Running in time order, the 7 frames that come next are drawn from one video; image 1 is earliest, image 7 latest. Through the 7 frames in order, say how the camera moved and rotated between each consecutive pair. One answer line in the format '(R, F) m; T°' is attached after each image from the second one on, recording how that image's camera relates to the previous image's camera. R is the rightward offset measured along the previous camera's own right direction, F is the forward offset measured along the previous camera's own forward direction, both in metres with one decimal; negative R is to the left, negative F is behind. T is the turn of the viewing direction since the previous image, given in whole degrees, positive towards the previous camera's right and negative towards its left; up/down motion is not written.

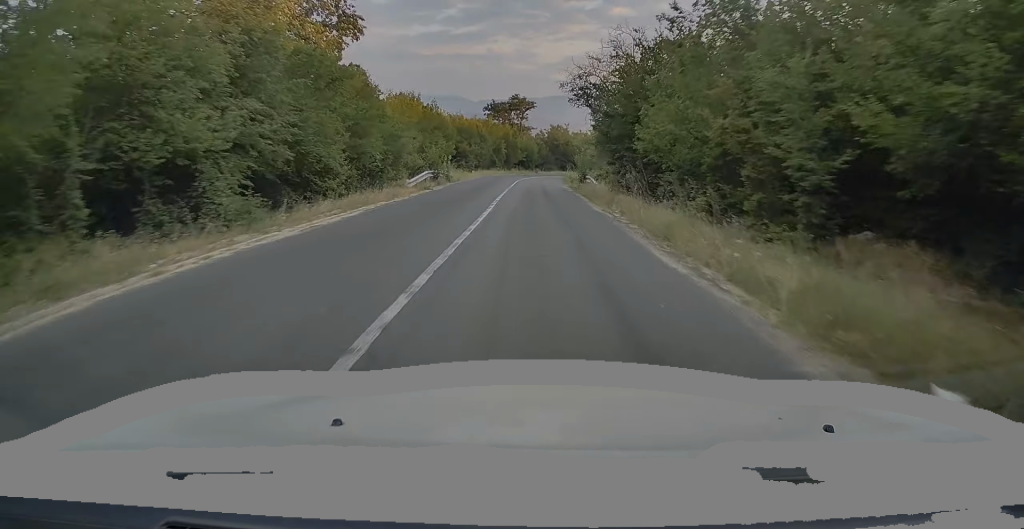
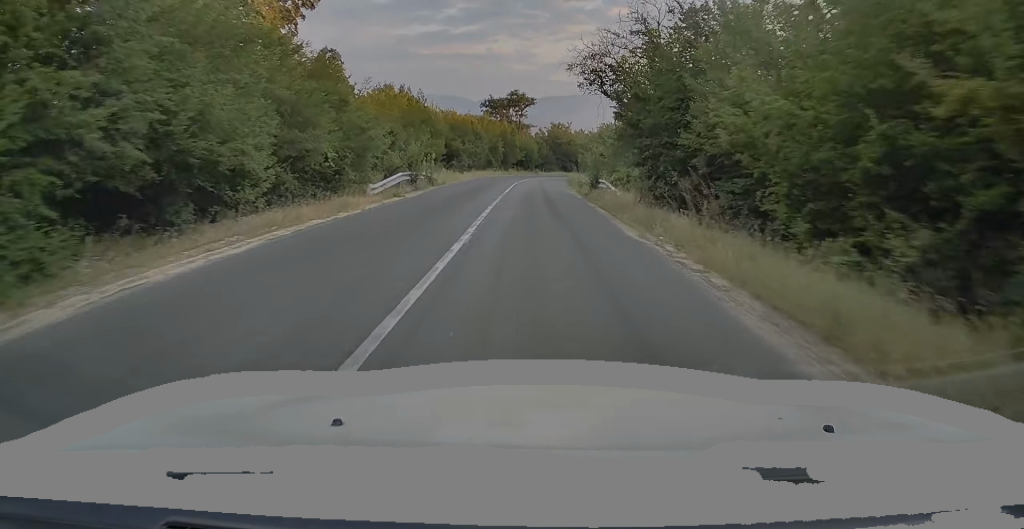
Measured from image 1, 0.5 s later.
(+0.1, +6.3) m; +1°
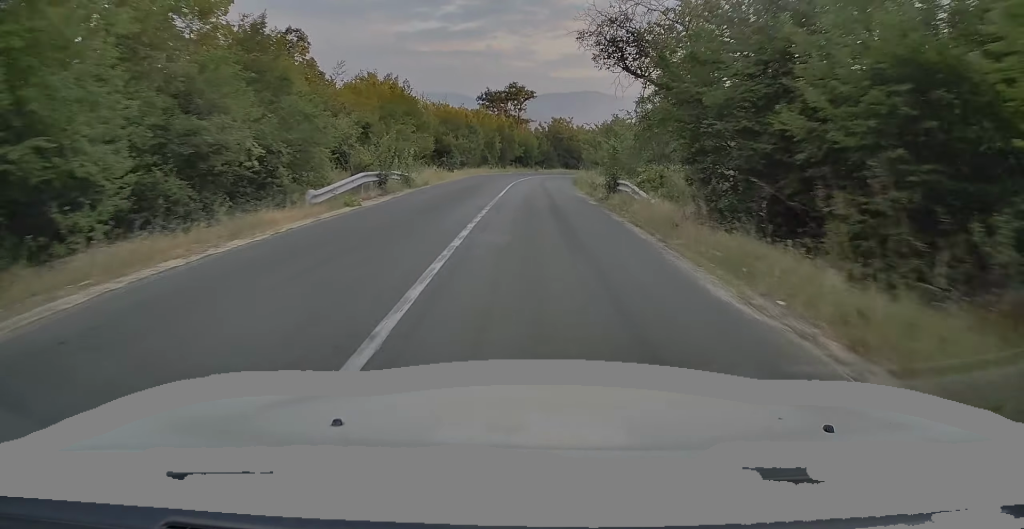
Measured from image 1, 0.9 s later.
(0.0, +5.9) m; 0°
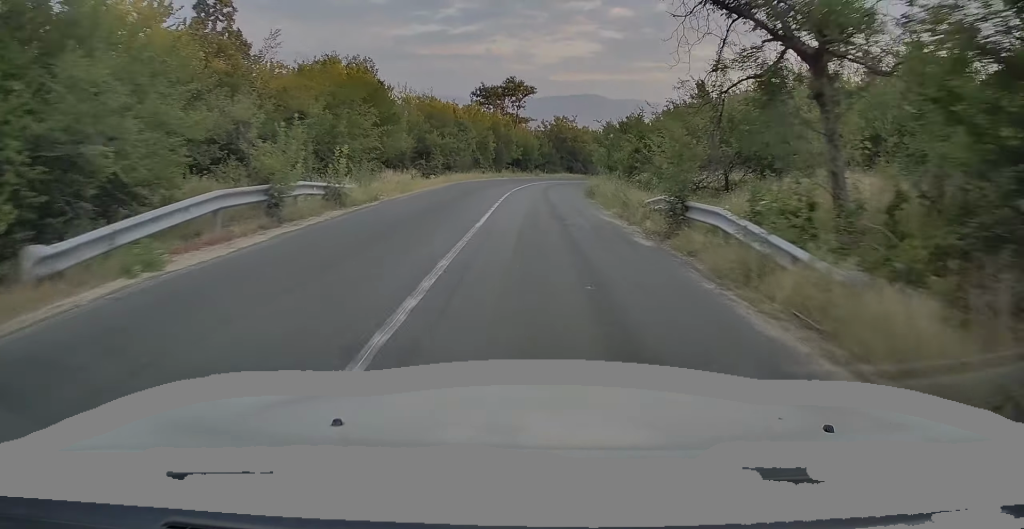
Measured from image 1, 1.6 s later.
(0.0, +9.5) m; 0°
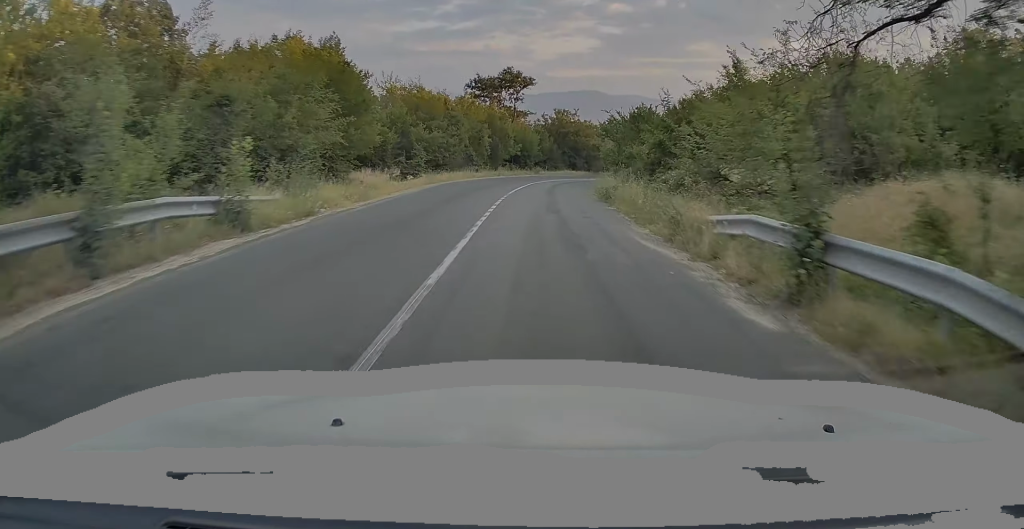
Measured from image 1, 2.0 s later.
(0.0, +5.9) m; 0°
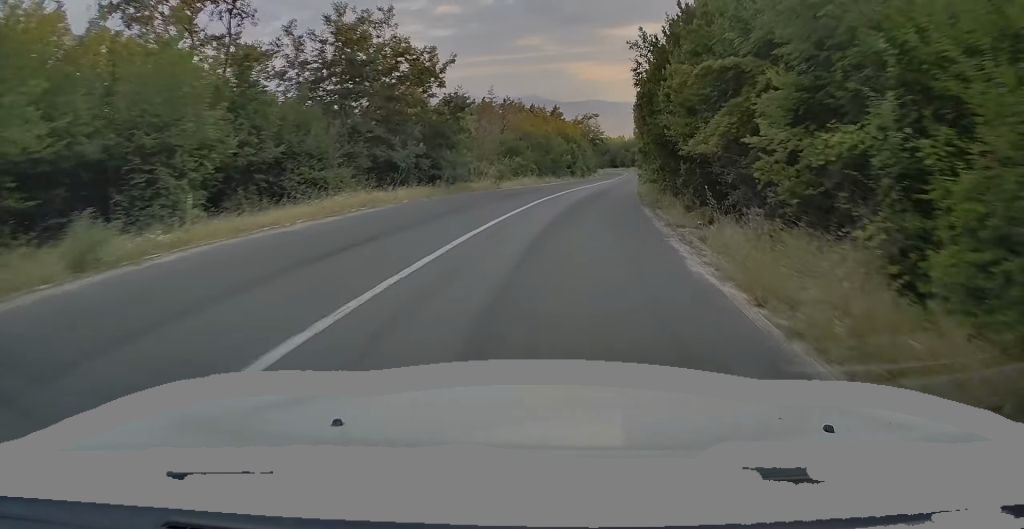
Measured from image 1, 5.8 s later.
(+4.7, +50.9) m; +14°
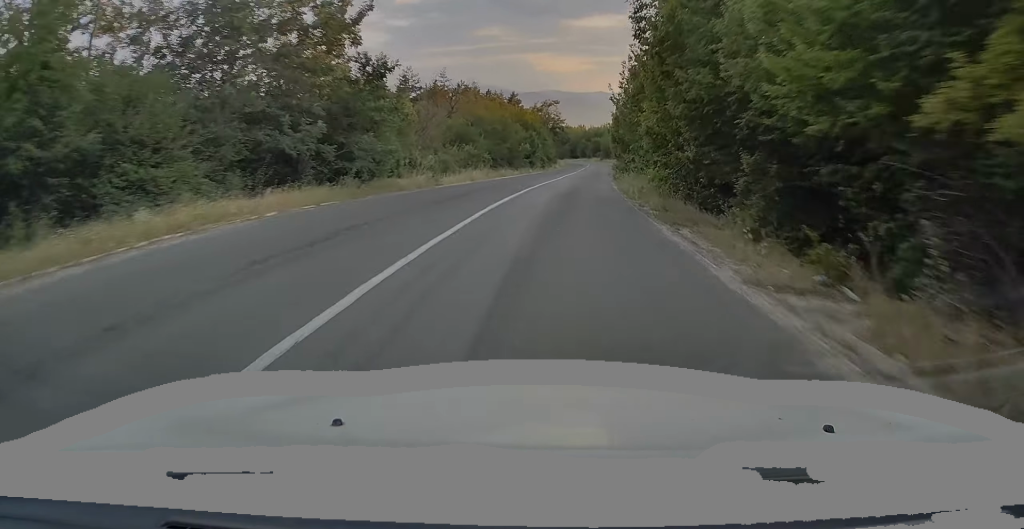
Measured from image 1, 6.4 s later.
(+0.2, +7.5) m; +3°
